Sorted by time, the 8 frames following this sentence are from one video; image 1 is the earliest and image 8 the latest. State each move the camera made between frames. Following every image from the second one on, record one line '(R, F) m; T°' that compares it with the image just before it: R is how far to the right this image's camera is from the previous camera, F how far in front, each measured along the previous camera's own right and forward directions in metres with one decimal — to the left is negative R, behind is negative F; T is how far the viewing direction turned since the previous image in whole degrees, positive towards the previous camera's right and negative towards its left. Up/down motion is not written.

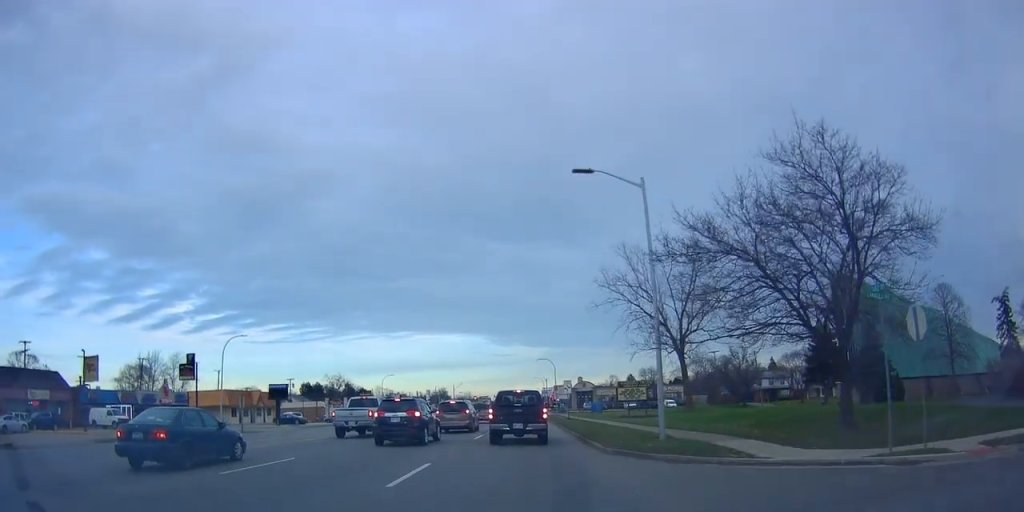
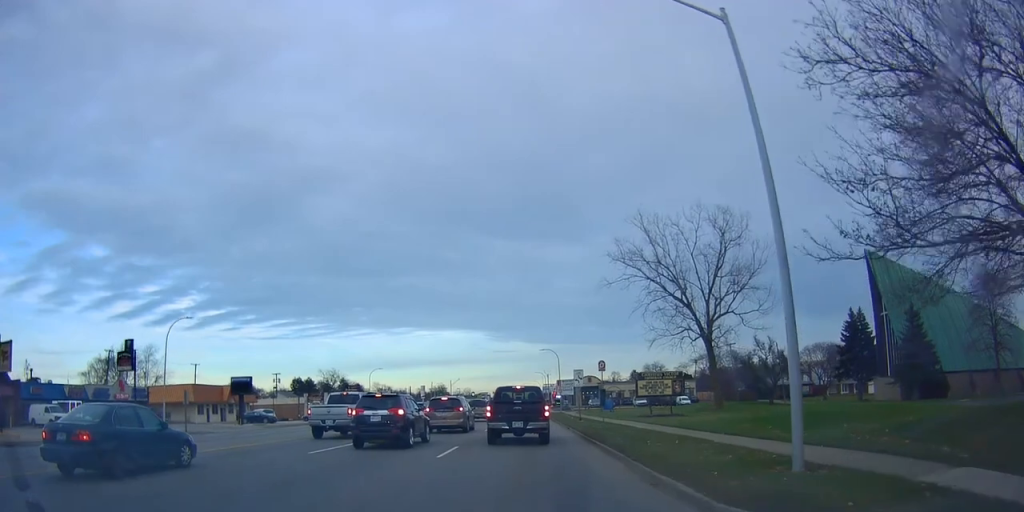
(0.0, +10.7) m; 0°
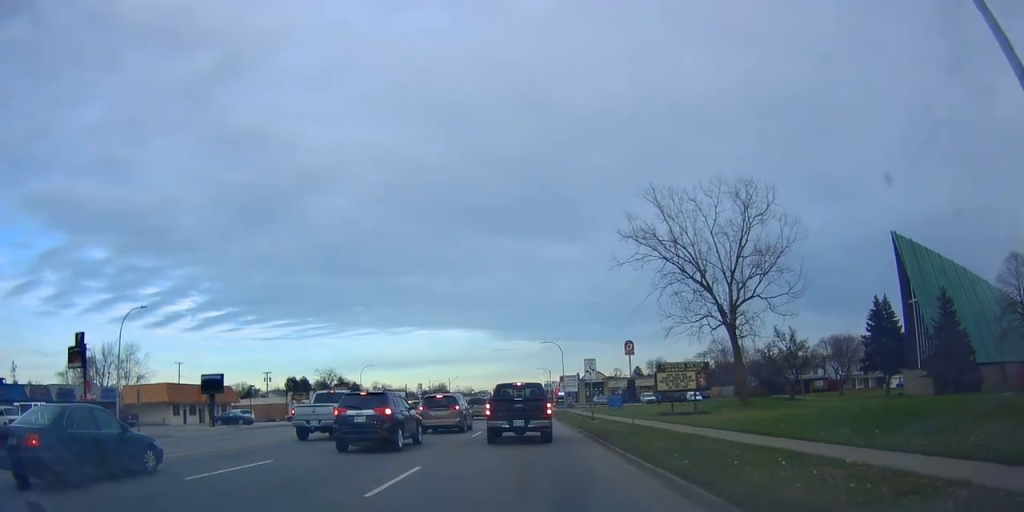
(0.0, +7.4) m; 0°
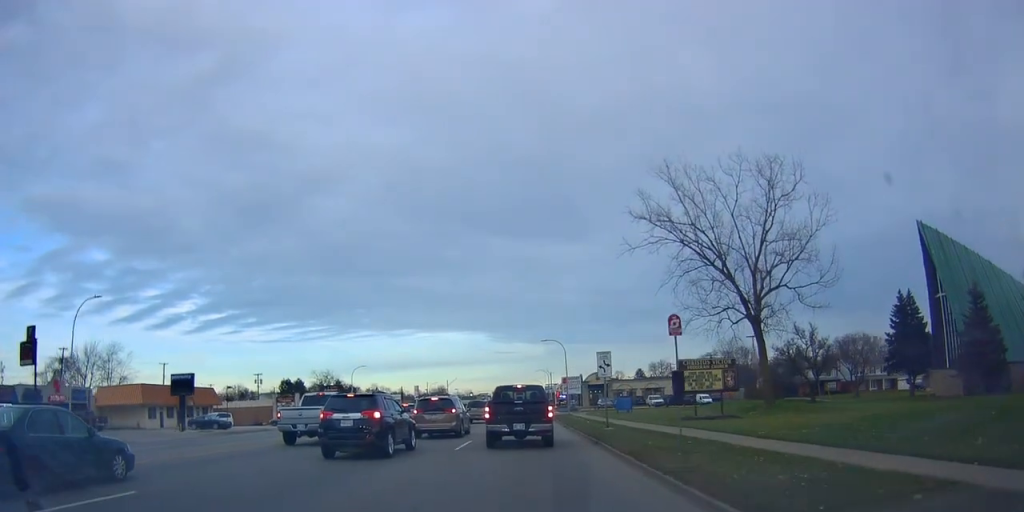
(0.0, +6.4) m; +1°
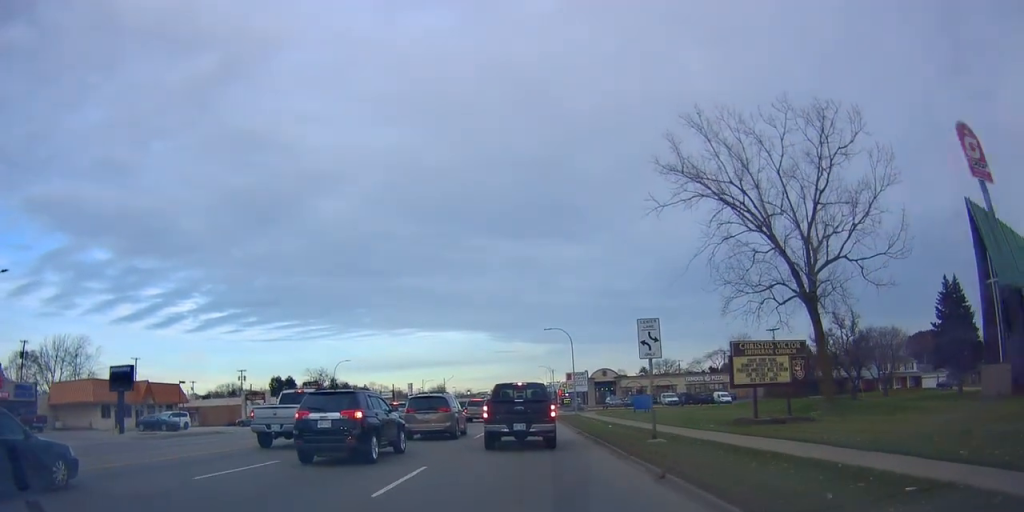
(+0.1, +10.5) m; +1°
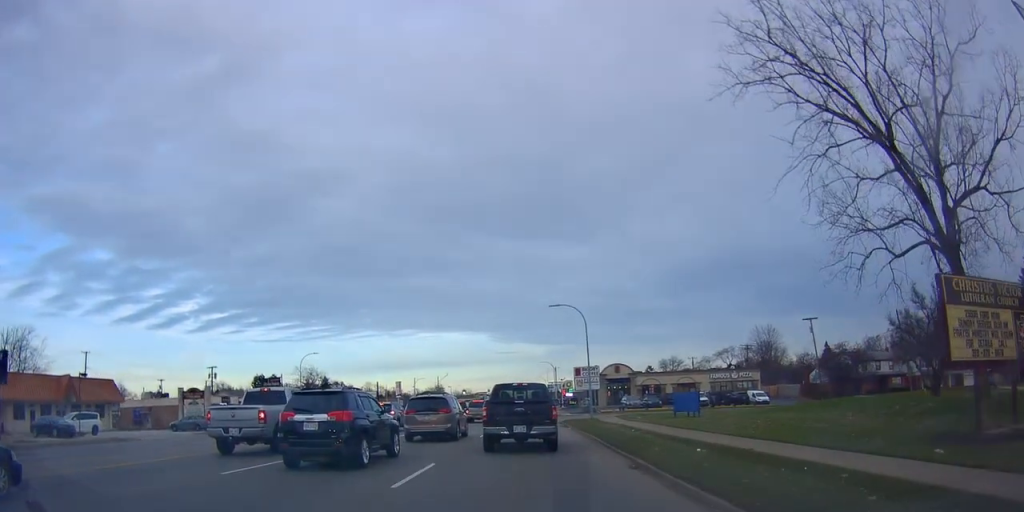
(-0.2, +16.0) m; -2°
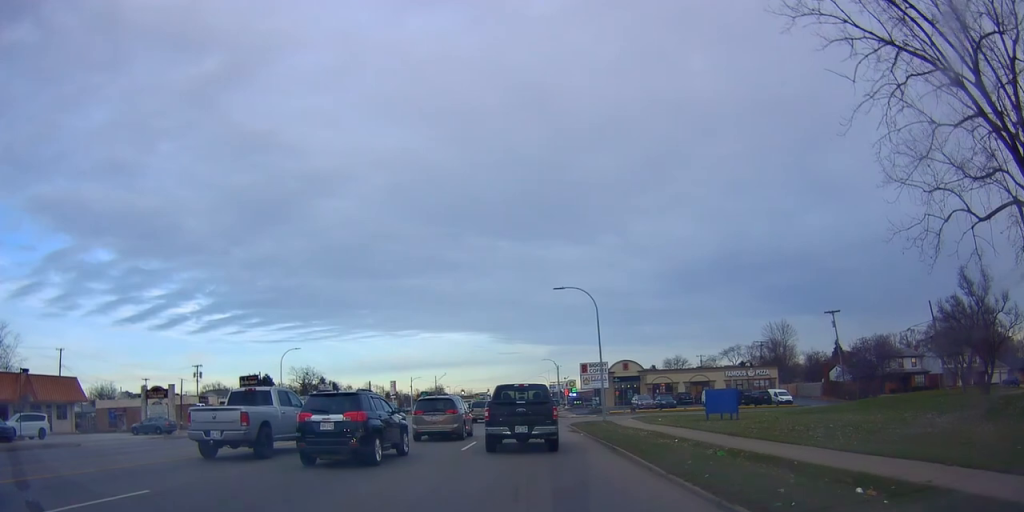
(0.0, +7.2) m; -2°
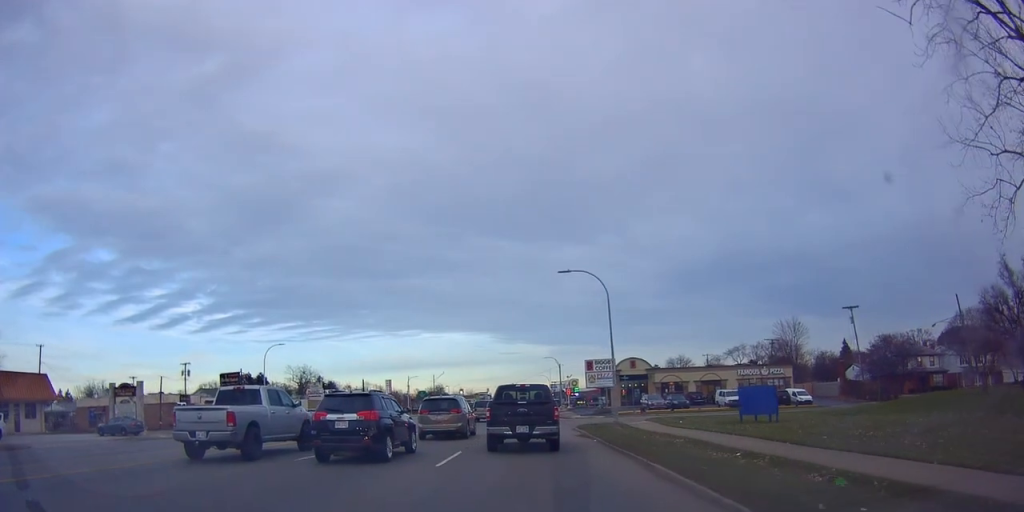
(-0.2, +5.1) m; -1°
